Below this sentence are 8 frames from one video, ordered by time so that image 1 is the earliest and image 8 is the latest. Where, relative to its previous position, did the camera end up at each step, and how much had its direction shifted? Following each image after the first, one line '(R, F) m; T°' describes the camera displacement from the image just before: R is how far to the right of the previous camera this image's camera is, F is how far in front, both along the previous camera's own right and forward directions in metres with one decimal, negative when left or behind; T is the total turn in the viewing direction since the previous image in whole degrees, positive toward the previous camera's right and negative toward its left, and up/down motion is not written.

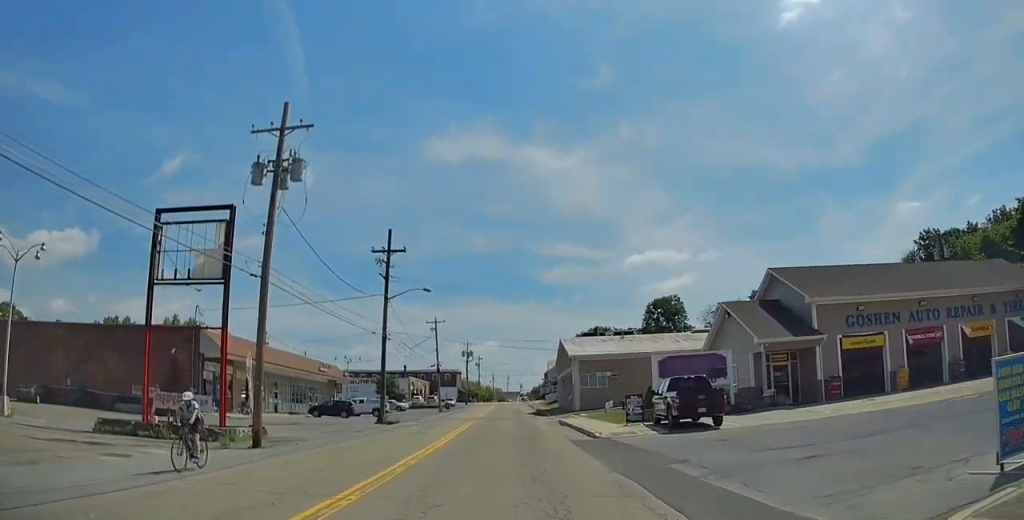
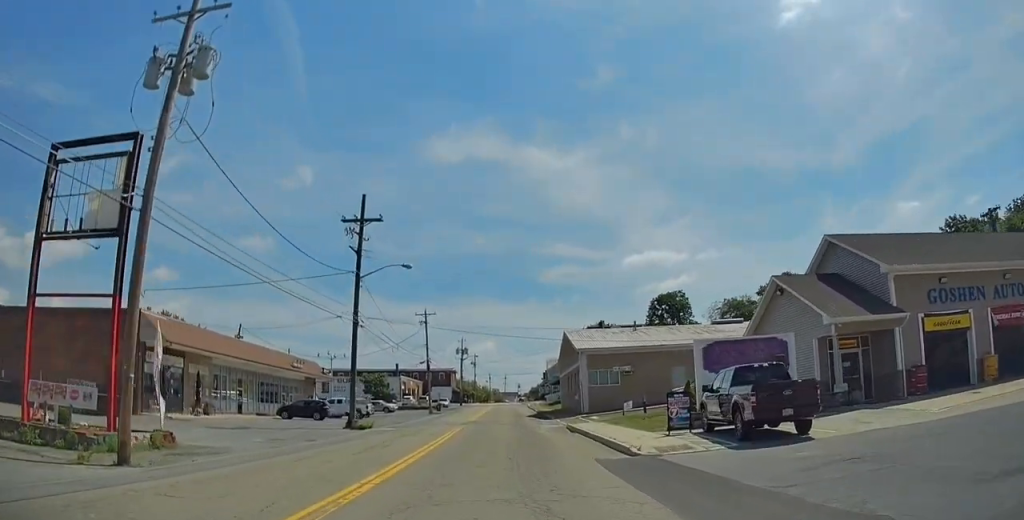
(-0.1, +8.1) m; 0°
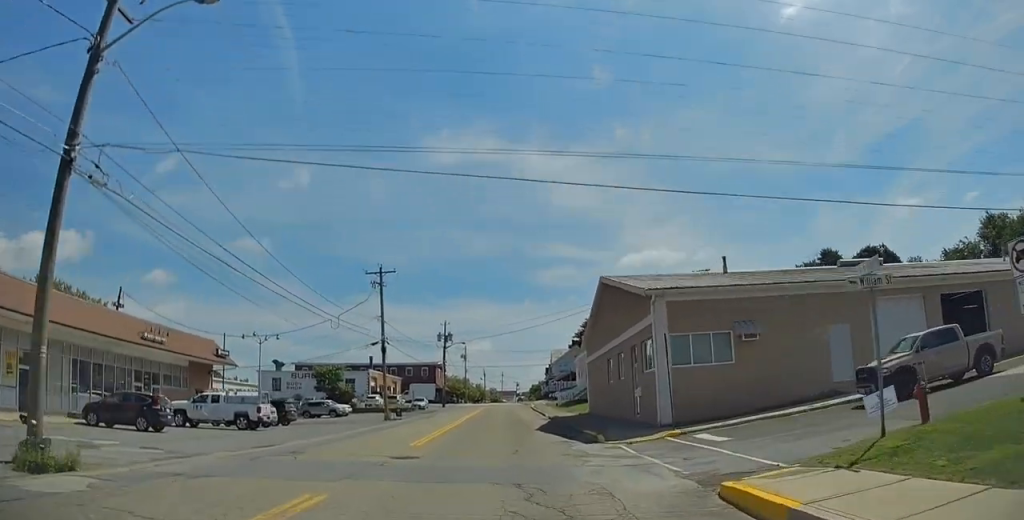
(-0.1, +25.9) m; -1°
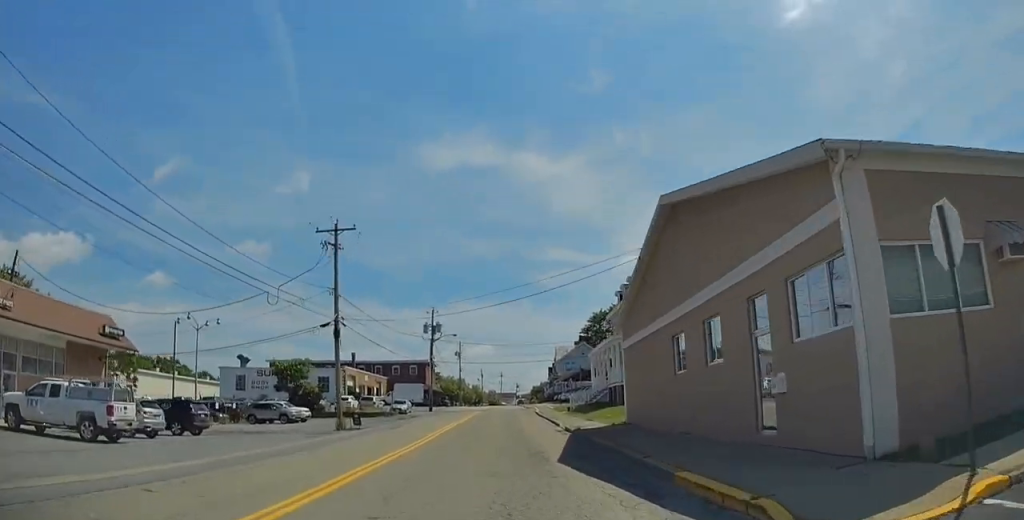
(+0.2, +13.8) m; 0°
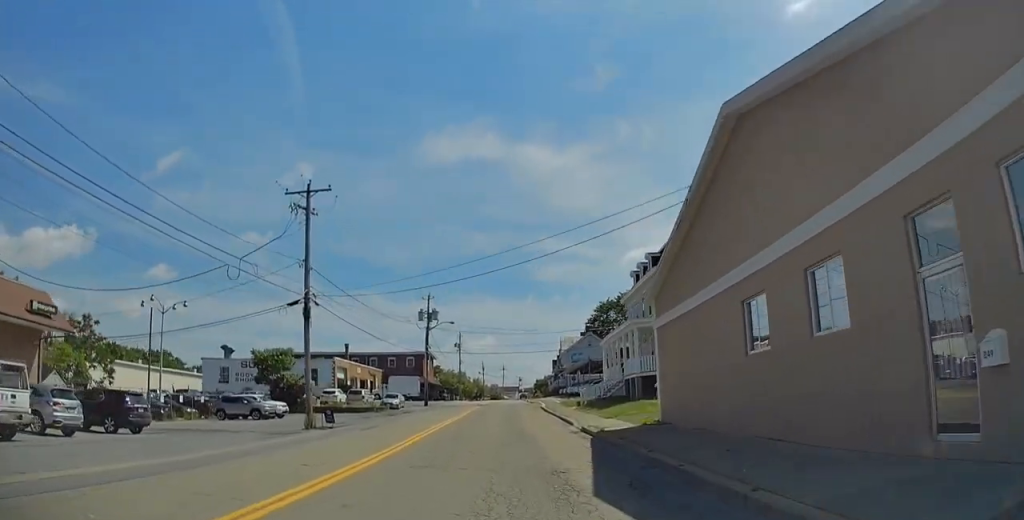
(-0.1, +6.1) m; 0°
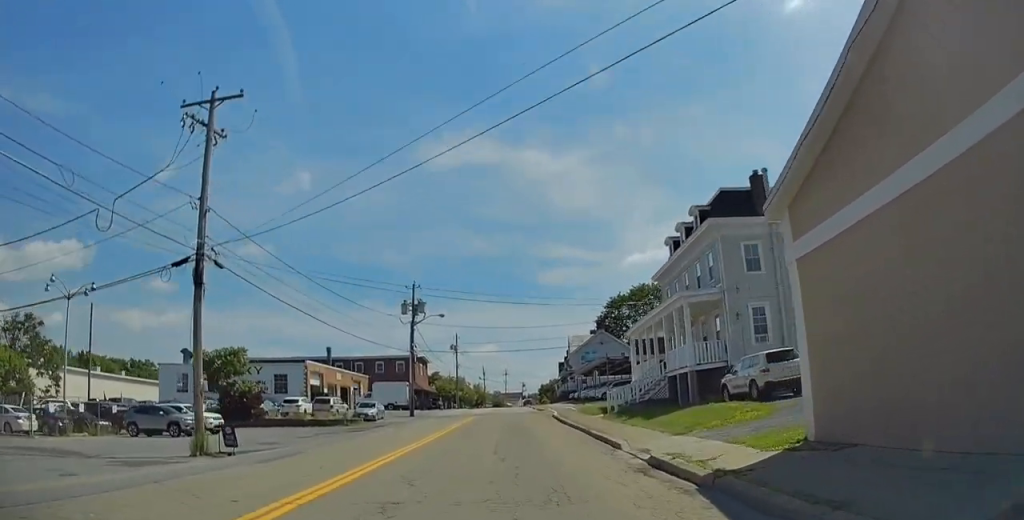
(-0.1, +11.6) m; 0°
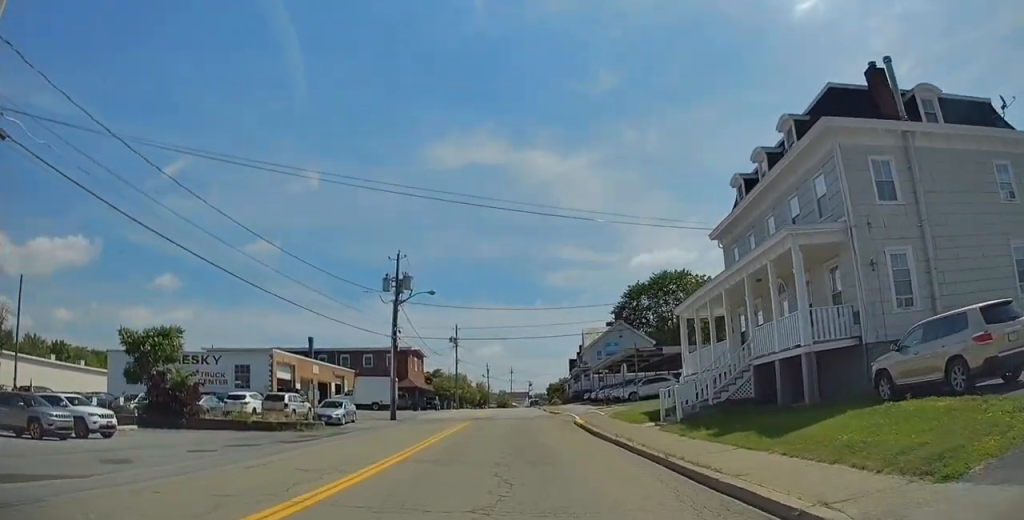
(+0.1, +11.1) m; 0°
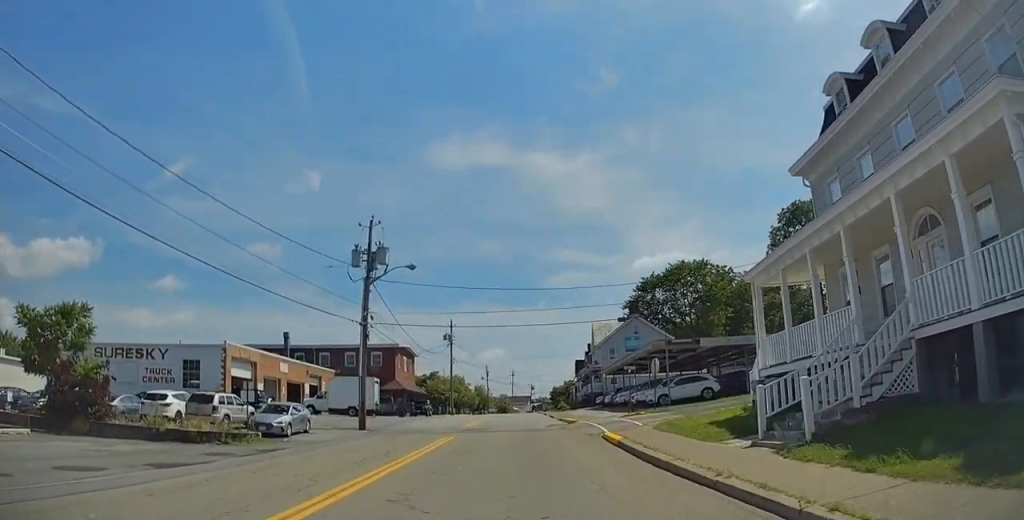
(0.0, +9.6) m; +1°
